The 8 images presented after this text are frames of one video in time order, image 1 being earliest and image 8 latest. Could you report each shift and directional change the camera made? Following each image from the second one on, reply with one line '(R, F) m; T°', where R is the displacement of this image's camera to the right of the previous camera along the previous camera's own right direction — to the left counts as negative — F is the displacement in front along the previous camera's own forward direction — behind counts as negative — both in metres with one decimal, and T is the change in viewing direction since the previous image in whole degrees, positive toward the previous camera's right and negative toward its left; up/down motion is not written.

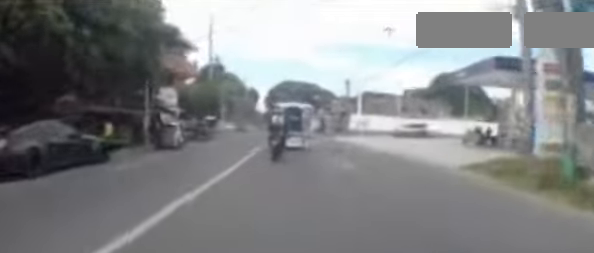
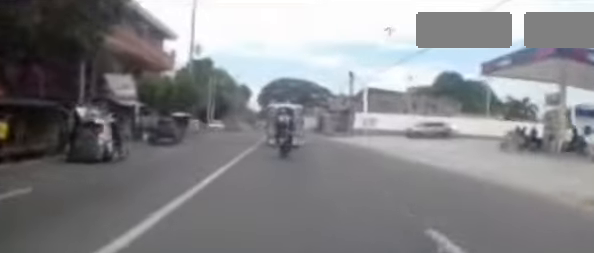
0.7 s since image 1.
(+0.1, +5.6) m; 0°
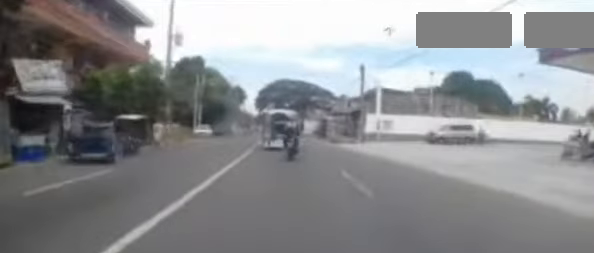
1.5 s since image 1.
(-0.2, +5.9) m; 0°
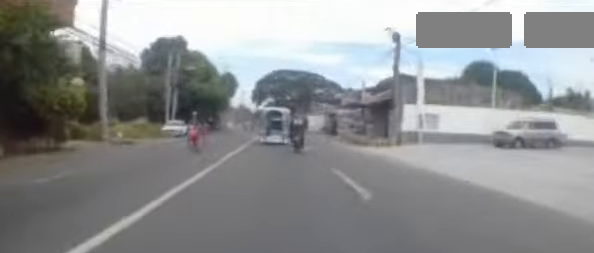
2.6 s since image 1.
(+0.2, +9.4) m; -2°
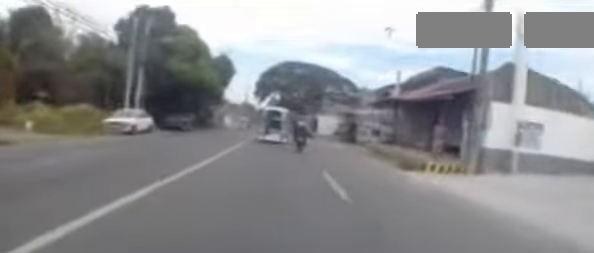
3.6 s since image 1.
(-0.5, +8.4) m; -3°
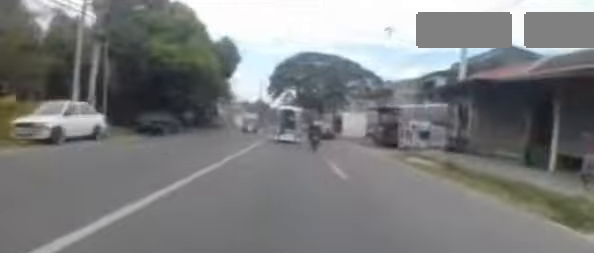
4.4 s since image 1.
(0.0, +7.1) m; +1°
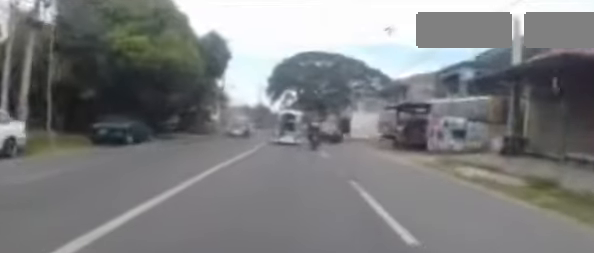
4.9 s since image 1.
(0.0, +4.3) m; -1°
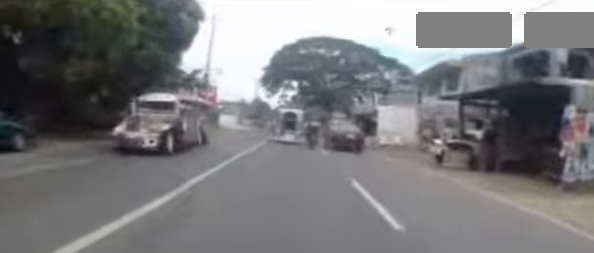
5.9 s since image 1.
(-0.1, +8.8) m; -3°
